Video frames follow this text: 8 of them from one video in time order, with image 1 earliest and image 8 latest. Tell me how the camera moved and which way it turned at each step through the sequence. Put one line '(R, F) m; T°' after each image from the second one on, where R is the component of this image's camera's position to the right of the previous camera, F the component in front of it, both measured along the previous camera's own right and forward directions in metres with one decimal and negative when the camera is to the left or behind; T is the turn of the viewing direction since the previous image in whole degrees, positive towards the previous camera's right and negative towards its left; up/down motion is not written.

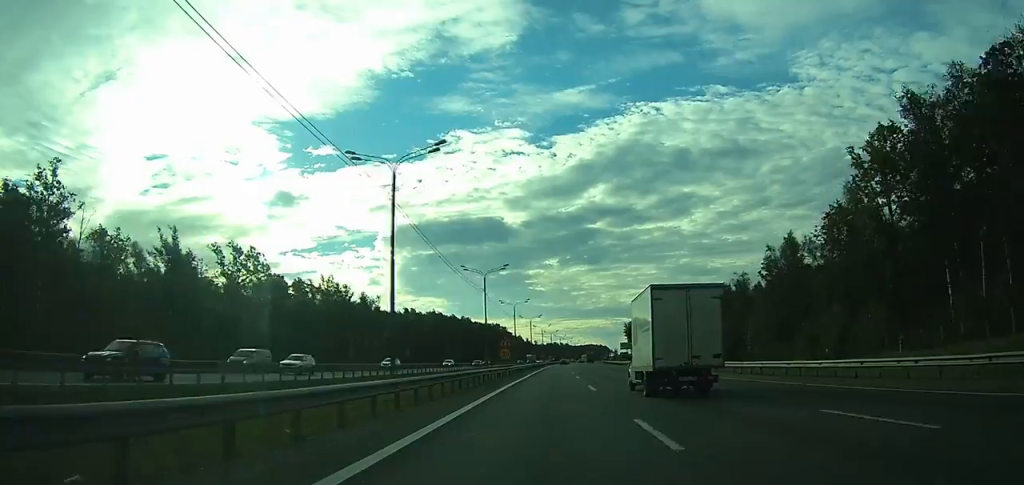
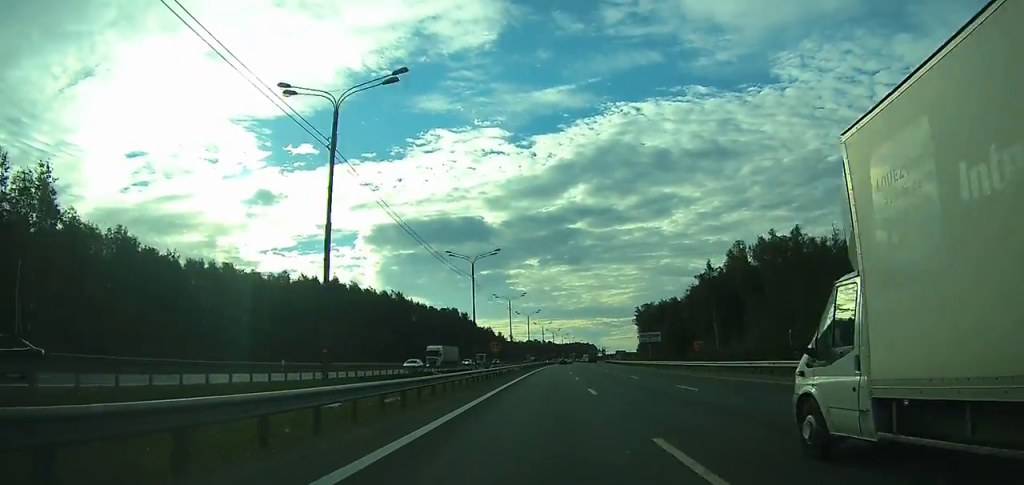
(+1.3, +91.0) m; +2°
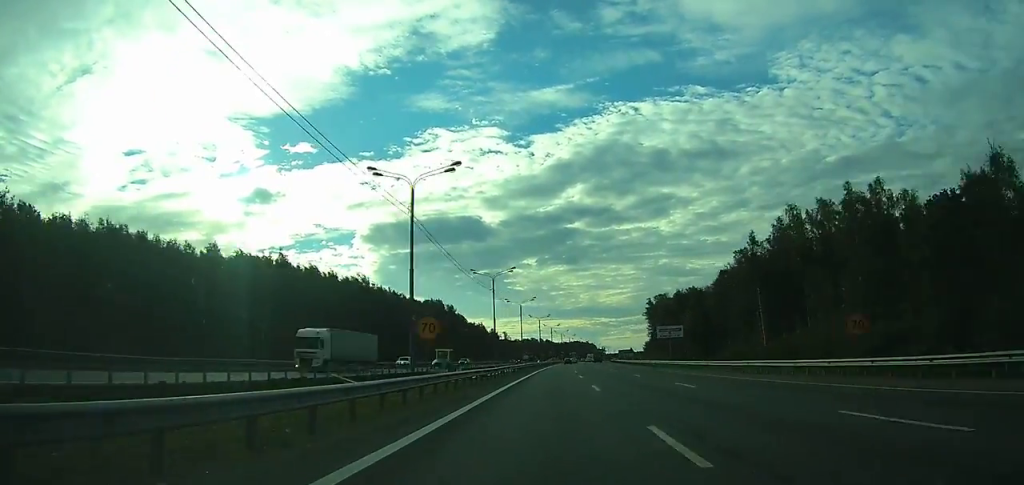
(0.0, +30.1) m; +1°
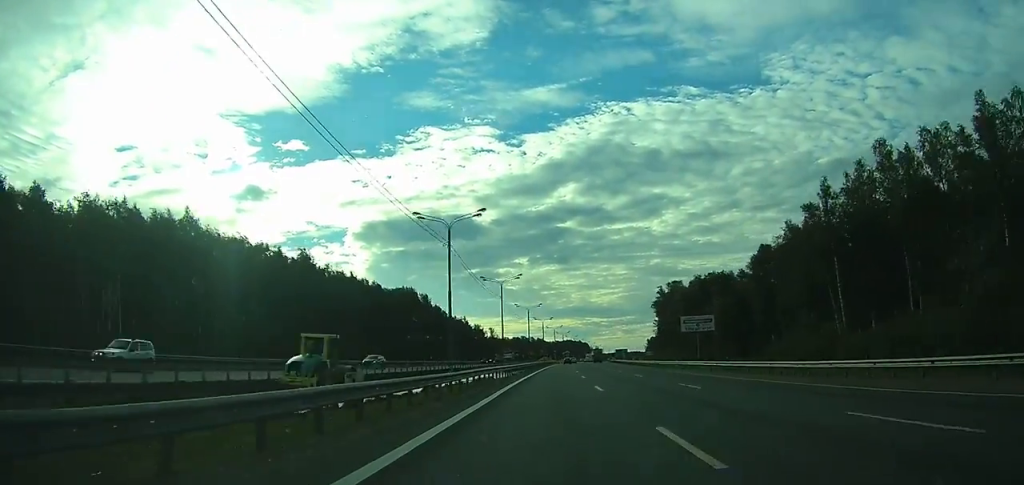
(+0.3, +32.8) m; +1°
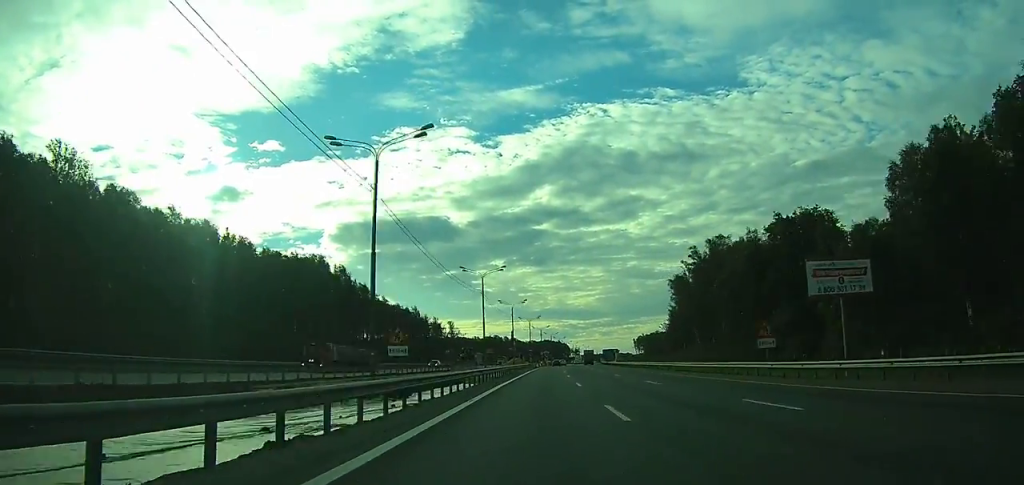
(+0.7, +60.4) m; +2°
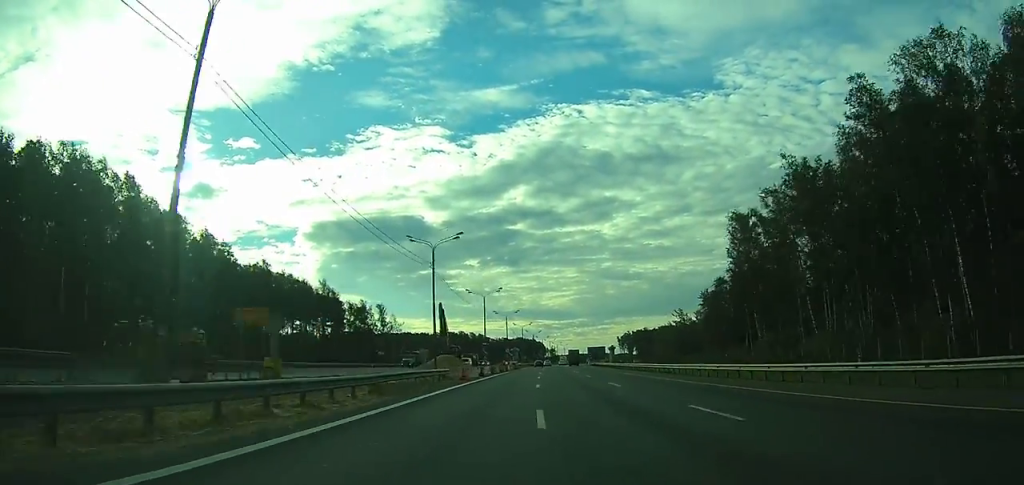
(+1.4, +67.0) m; +2°
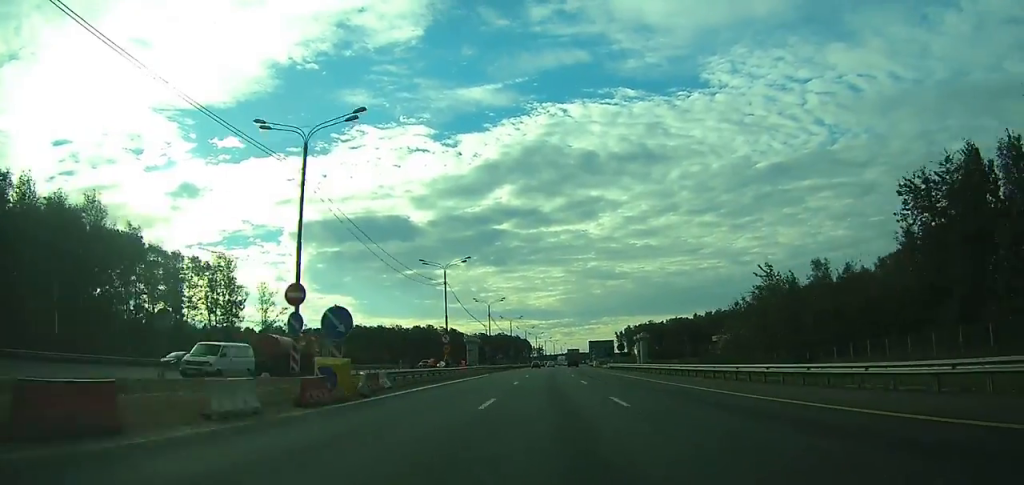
(+1.6, +82.2) m; +2°
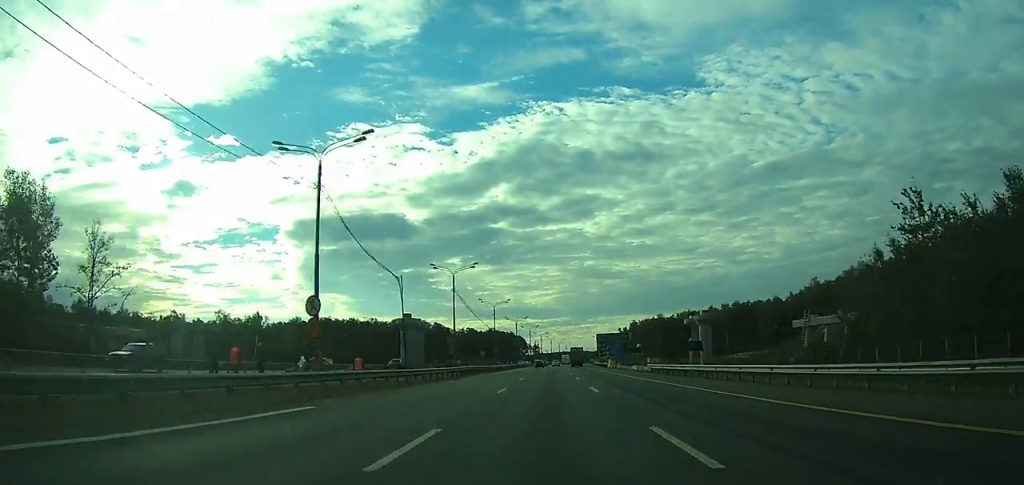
(+0.3, +44.2) m; +1°
